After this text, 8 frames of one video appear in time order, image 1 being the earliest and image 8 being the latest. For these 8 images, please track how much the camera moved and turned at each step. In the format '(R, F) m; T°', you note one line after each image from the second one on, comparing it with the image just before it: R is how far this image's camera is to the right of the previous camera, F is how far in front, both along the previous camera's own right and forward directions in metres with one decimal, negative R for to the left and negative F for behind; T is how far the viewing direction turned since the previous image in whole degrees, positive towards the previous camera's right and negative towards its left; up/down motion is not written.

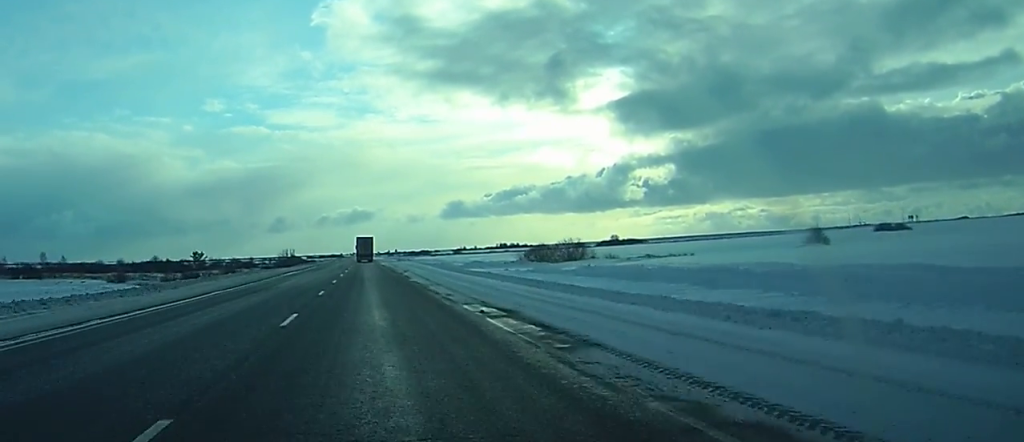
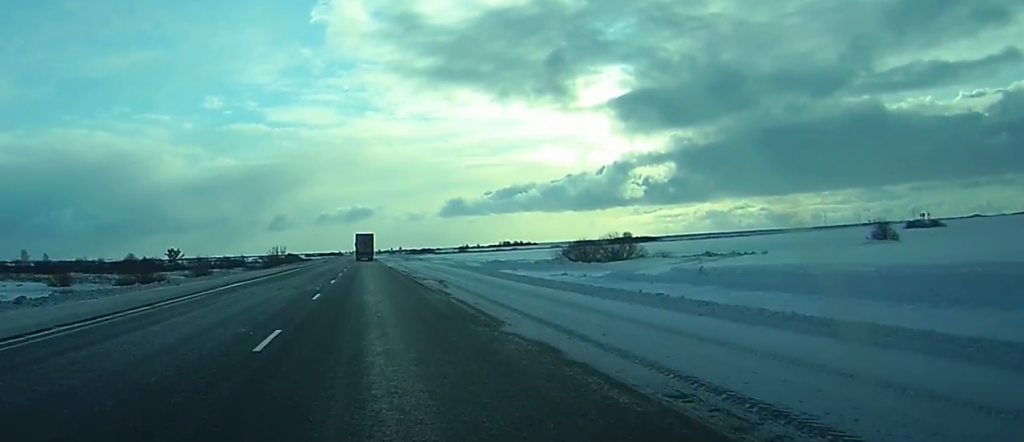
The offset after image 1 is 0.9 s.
(-0.1, +28.4) m; 0°
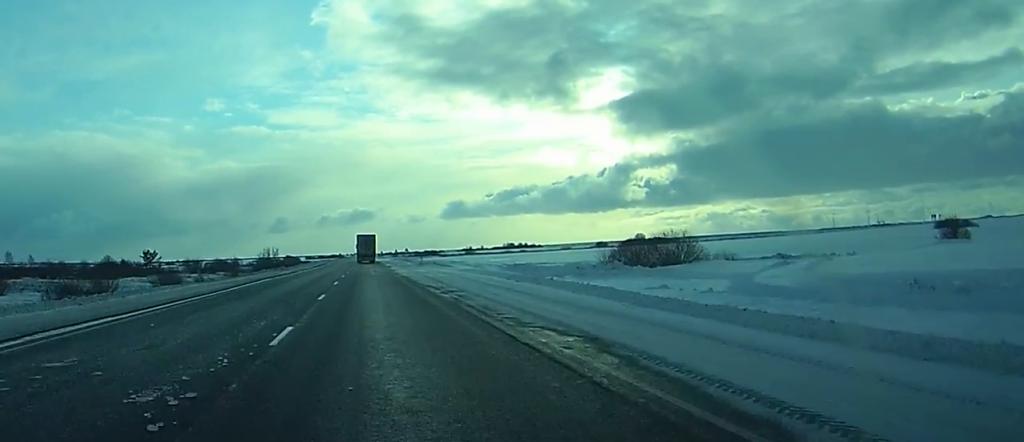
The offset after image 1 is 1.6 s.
(-0.1, +23.1) m; 0°
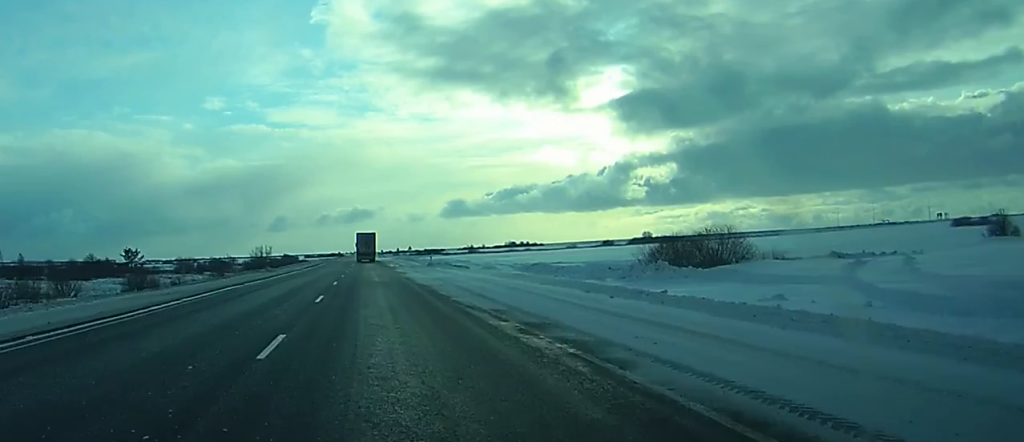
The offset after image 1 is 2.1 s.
(0.0, +13.6) m; 0°
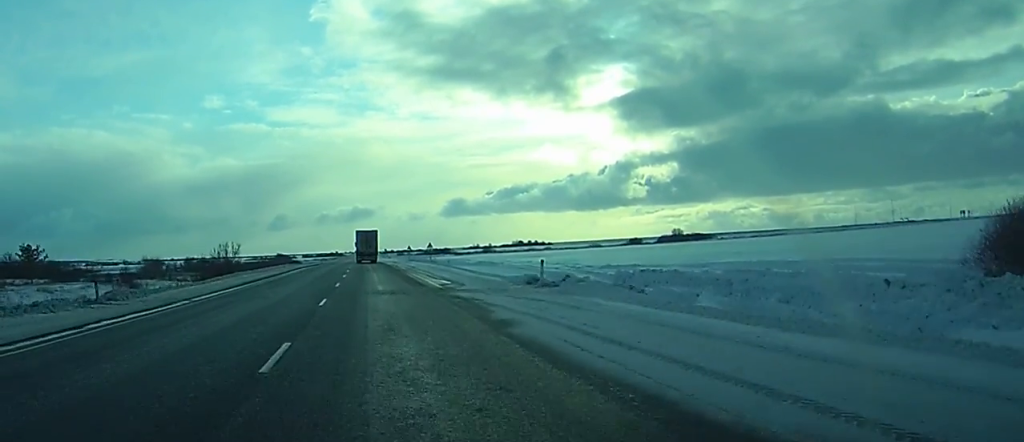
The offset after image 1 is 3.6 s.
(+0.2, +49.1) m; 0°
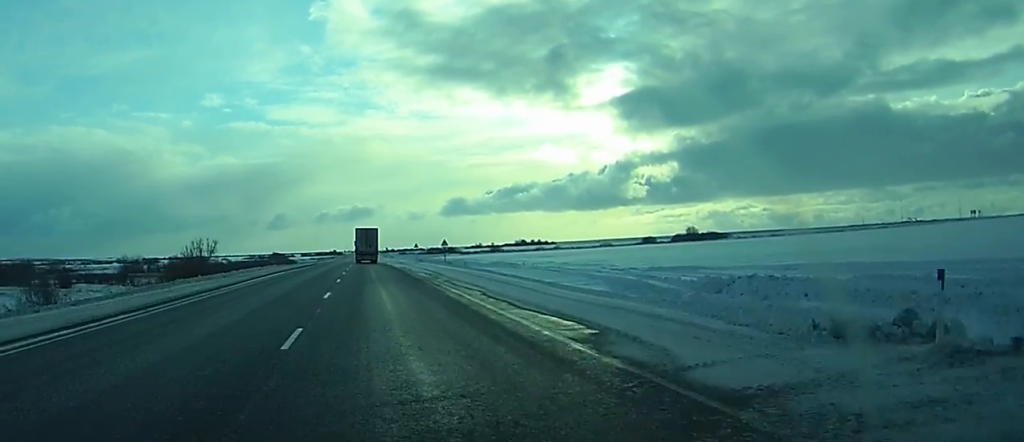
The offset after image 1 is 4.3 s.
(0.0, +21.8) m; 0°
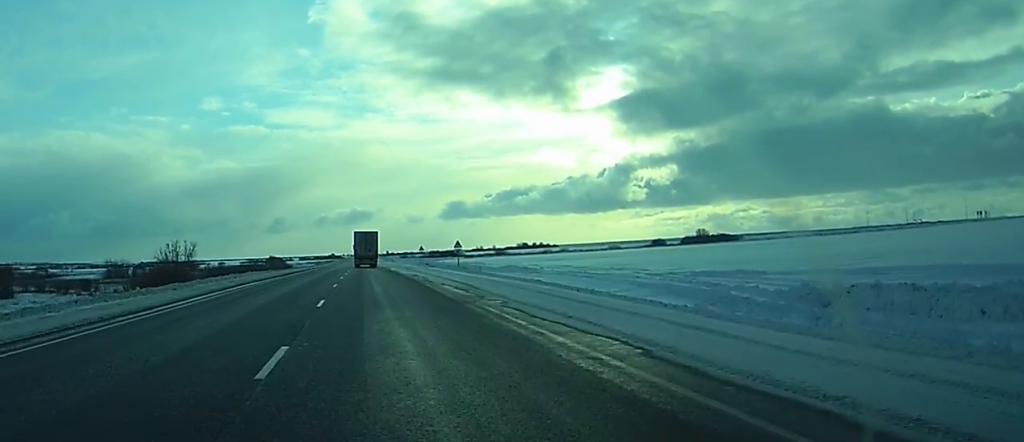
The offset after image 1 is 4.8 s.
(0.0, +14.5) m; 0°
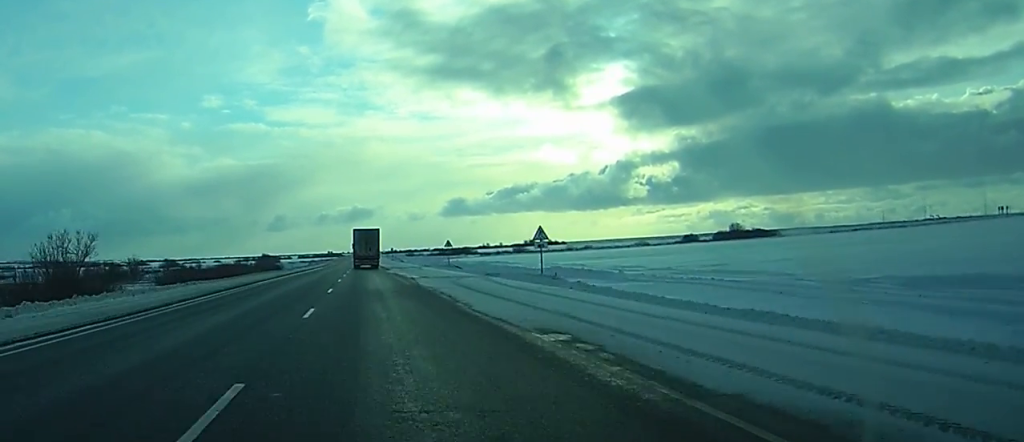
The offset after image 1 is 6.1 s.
(-0.1, +39.2) m; 0°
